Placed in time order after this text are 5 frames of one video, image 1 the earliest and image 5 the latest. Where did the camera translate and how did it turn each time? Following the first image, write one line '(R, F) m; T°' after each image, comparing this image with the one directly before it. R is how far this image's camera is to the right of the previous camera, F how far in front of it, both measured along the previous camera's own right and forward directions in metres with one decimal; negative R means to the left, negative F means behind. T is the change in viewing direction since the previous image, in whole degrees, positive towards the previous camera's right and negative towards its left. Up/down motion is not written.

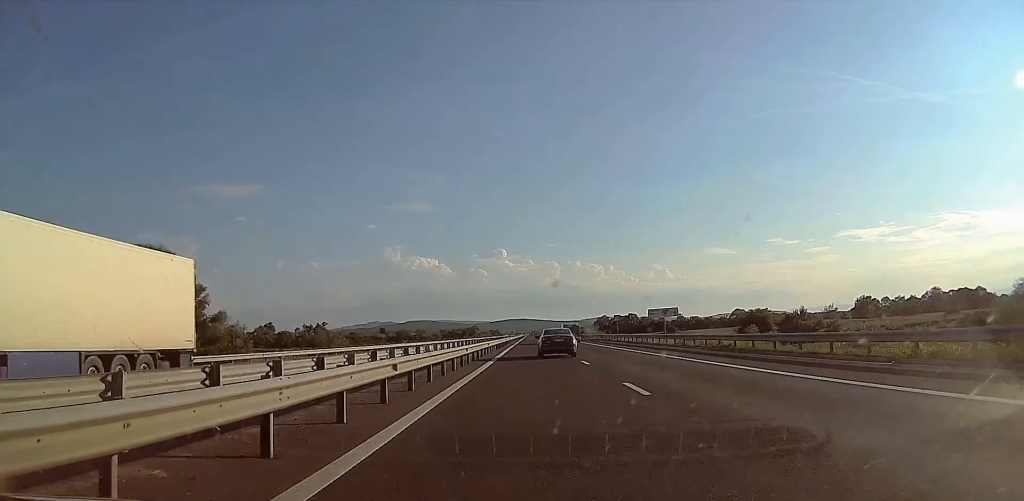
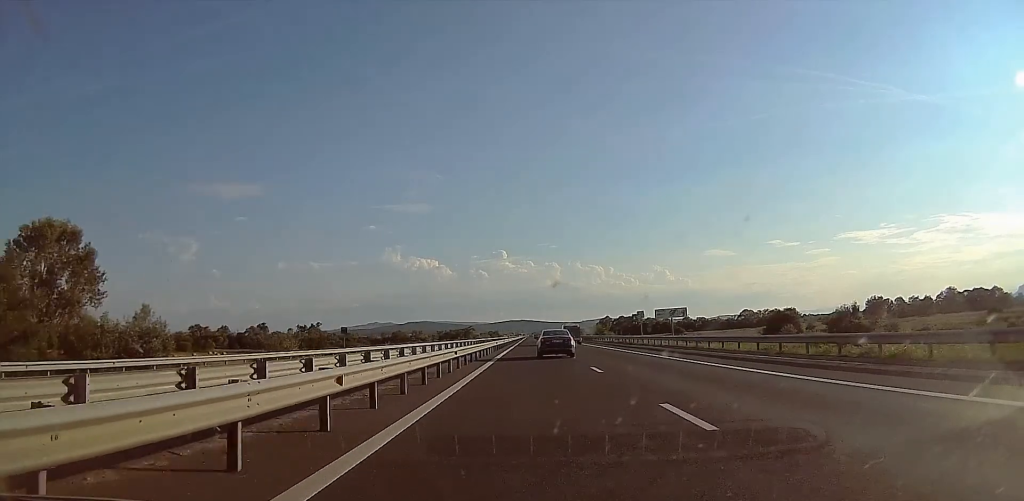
(0.0, +16.8) m; 0°
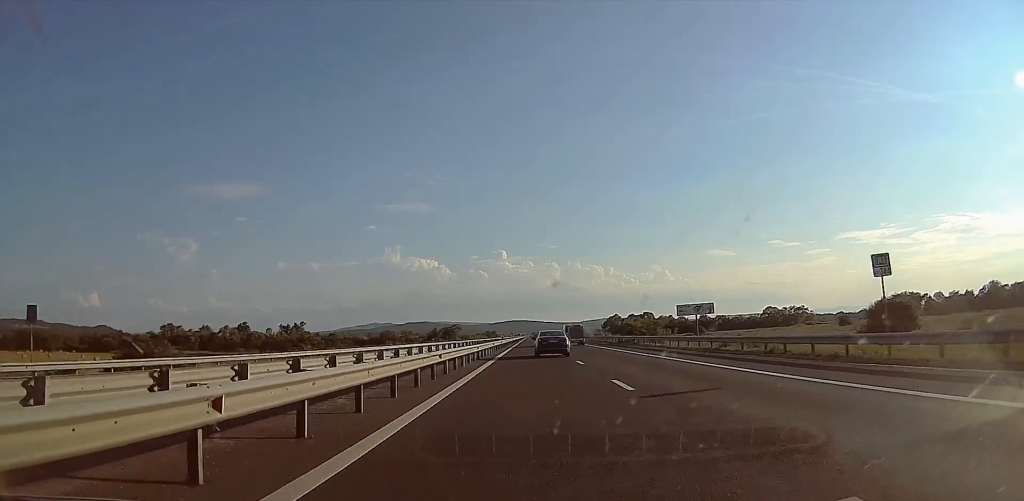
(0.0, +43.5) m; 0°
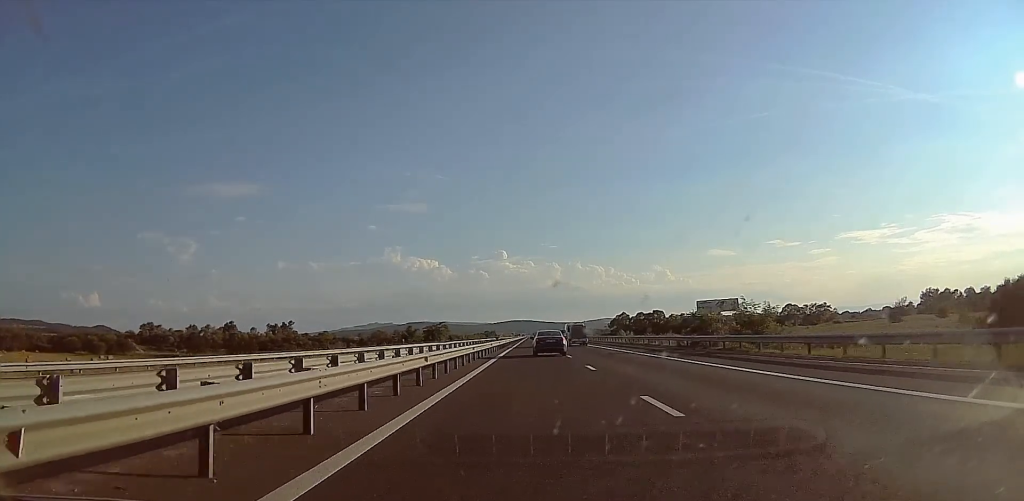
(0.0, +29.1) m; 0°
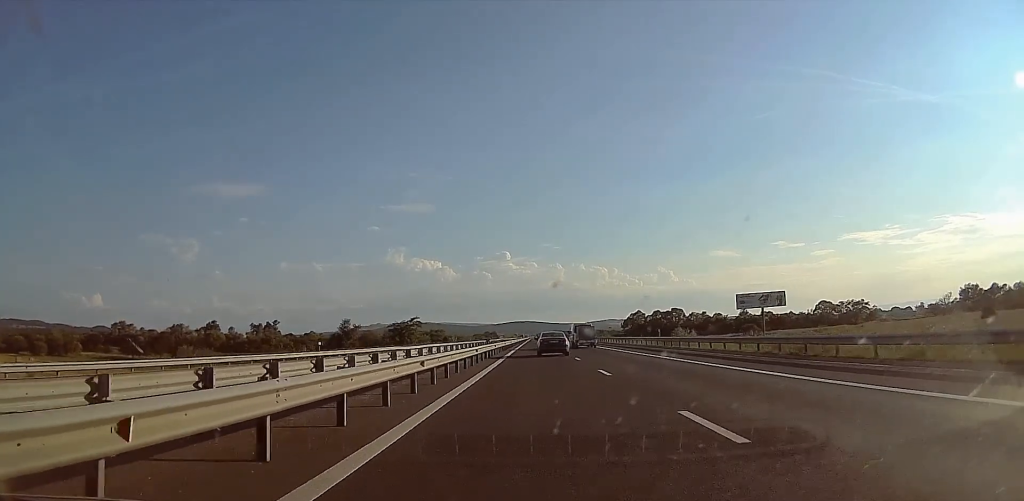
(0.0, +39.1) m; 0°
